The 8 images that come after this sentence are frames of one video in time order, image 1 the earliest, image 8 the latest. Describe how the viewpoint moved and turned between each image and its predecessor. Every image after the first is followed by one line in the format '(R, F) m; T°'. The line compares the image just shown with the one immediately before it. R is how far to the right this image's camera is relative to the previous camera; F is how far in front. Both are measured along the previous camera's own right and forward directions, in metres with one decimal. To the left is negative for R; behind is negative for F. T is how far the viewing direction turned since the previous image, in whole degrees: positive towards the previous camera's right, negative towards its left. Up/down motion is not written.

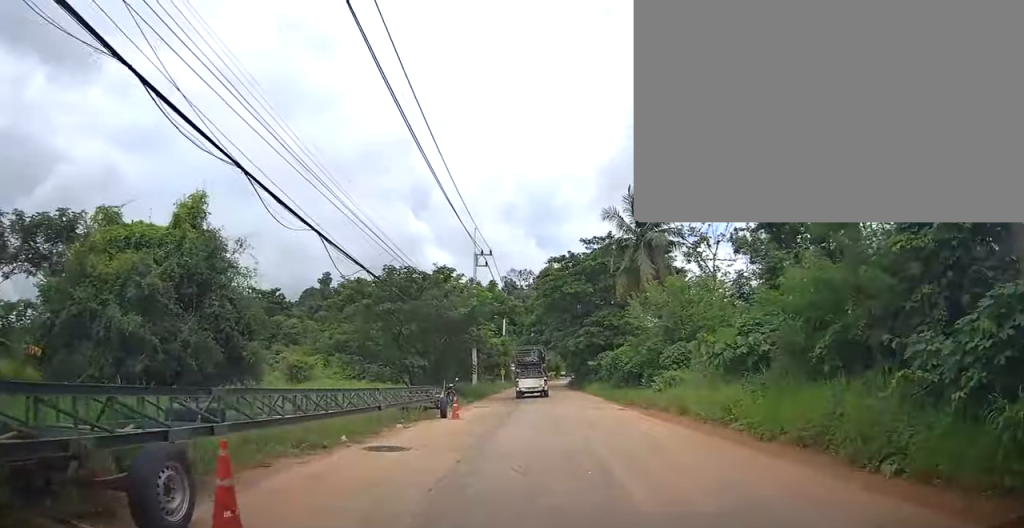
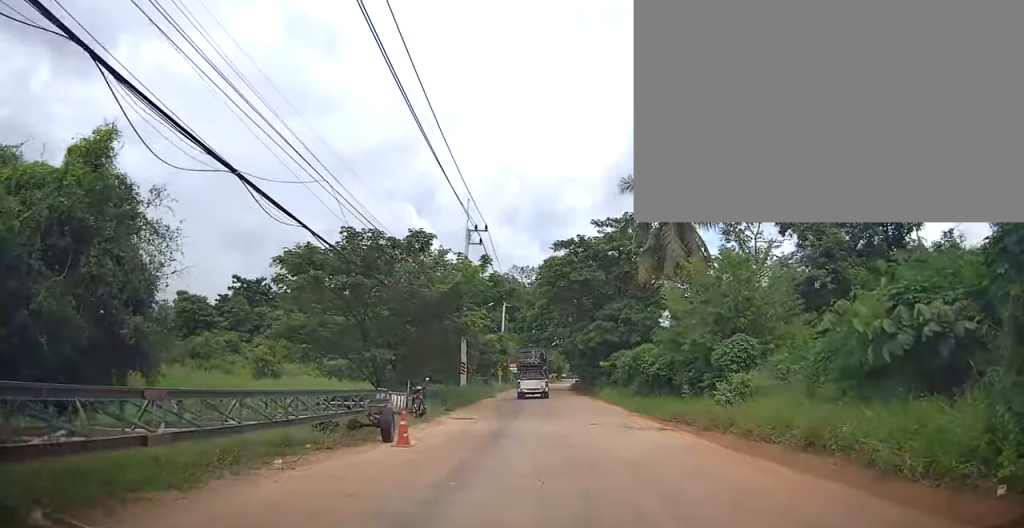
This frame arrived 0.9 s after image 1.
(-0.1, +6.7) m; -2°
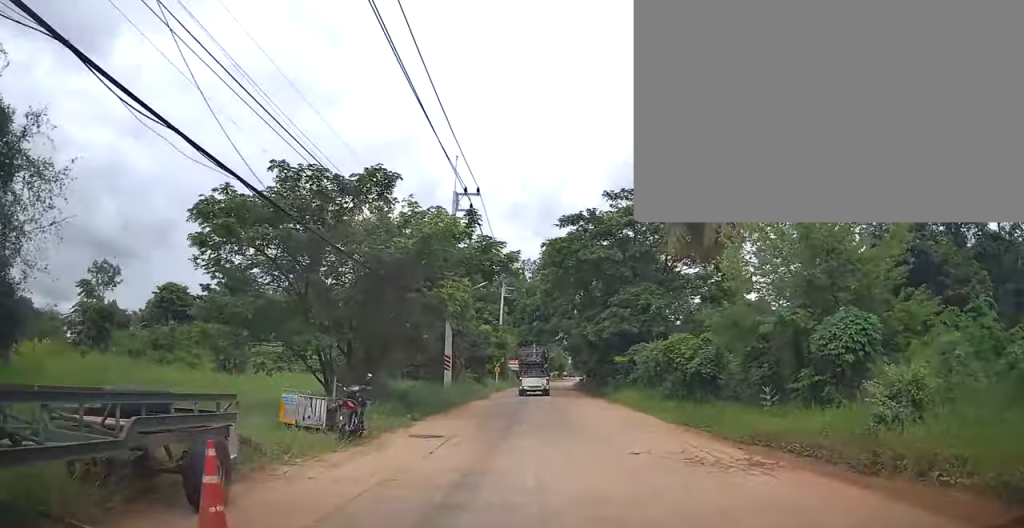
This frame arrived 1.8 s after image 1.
(0.0, +6.3) m; -2°
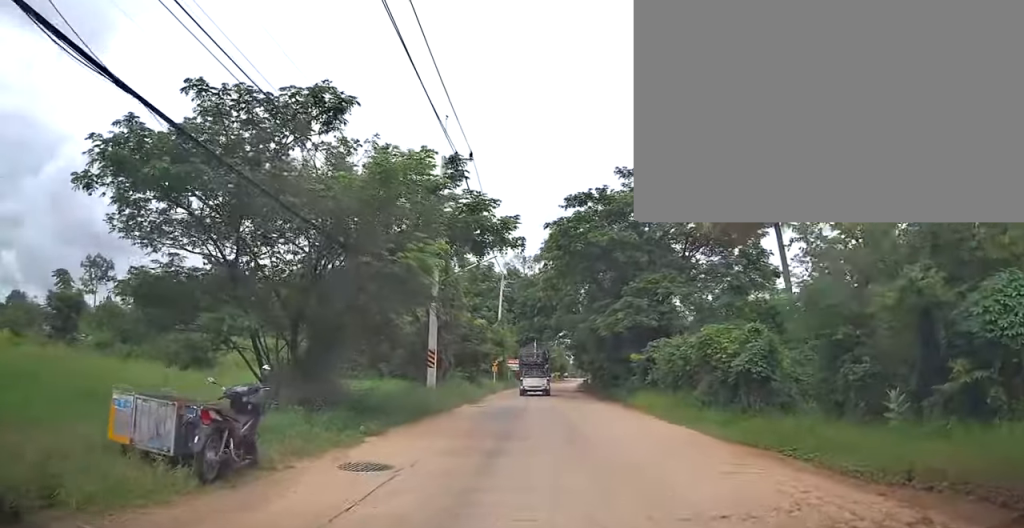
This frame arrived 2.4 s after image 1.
(-0.2, +4.5) m; 0°
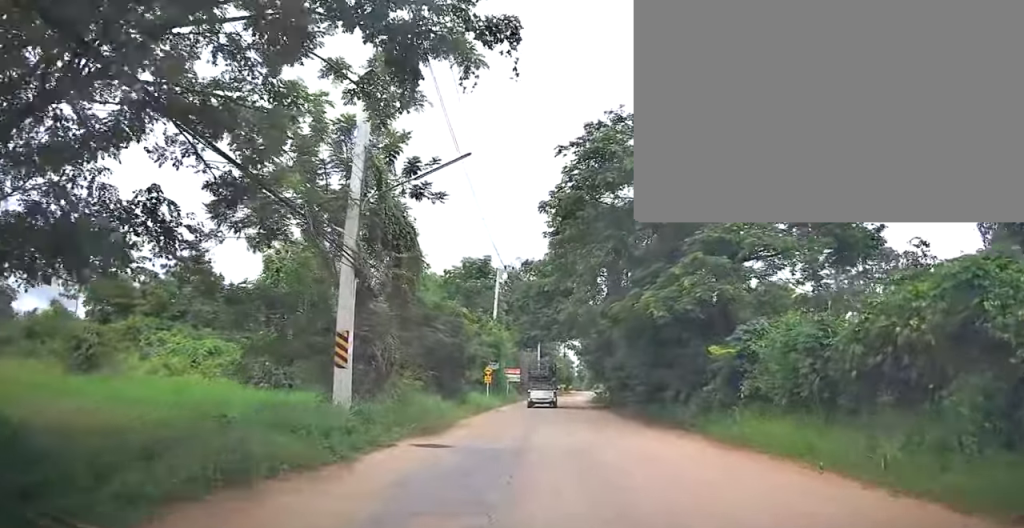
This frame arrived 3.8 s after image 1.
(+0.1, +10.9) m; +1°
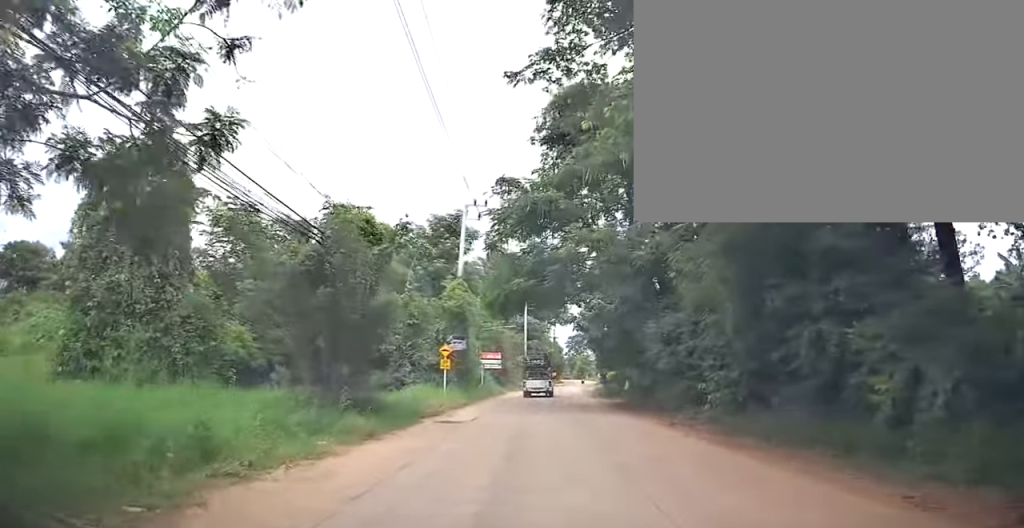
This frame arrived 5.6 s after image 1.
(+0.1, +14.3) m; 0°
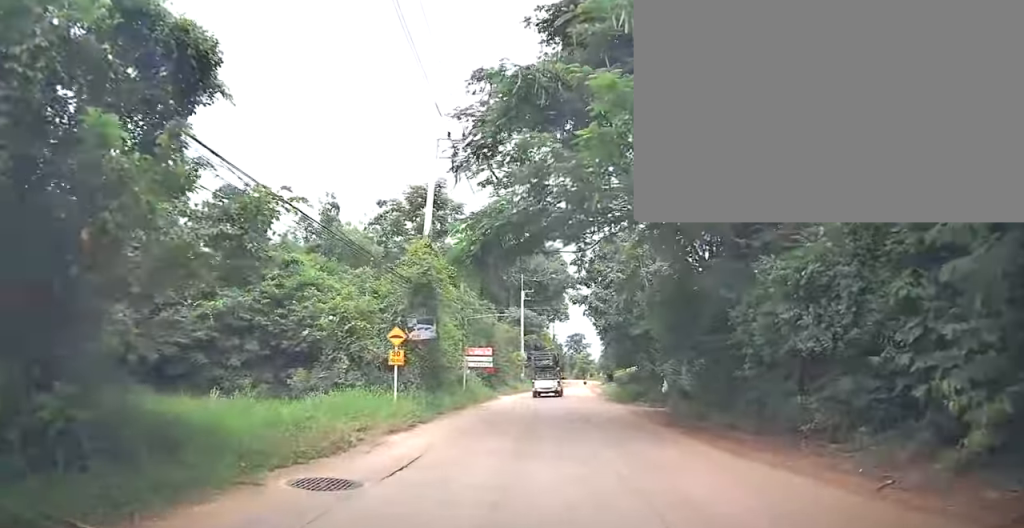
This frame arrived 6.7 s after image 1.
(-0.2, +9.1) m; 0°
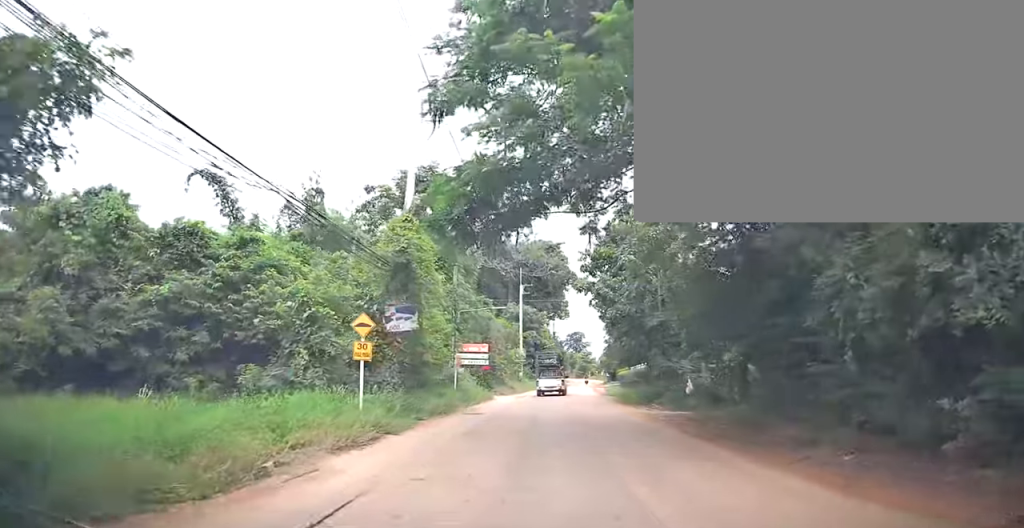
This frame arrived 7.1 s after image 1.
(0.0, +3.4) m; +1°
